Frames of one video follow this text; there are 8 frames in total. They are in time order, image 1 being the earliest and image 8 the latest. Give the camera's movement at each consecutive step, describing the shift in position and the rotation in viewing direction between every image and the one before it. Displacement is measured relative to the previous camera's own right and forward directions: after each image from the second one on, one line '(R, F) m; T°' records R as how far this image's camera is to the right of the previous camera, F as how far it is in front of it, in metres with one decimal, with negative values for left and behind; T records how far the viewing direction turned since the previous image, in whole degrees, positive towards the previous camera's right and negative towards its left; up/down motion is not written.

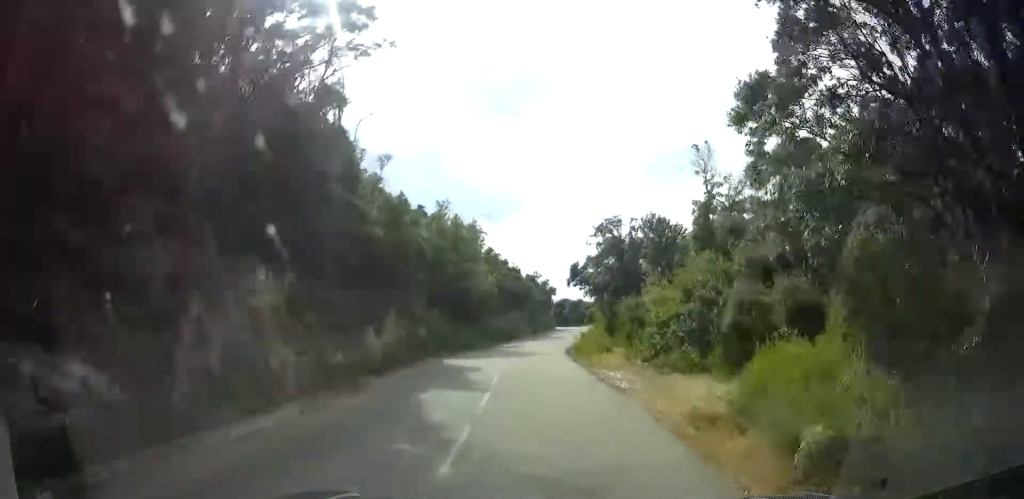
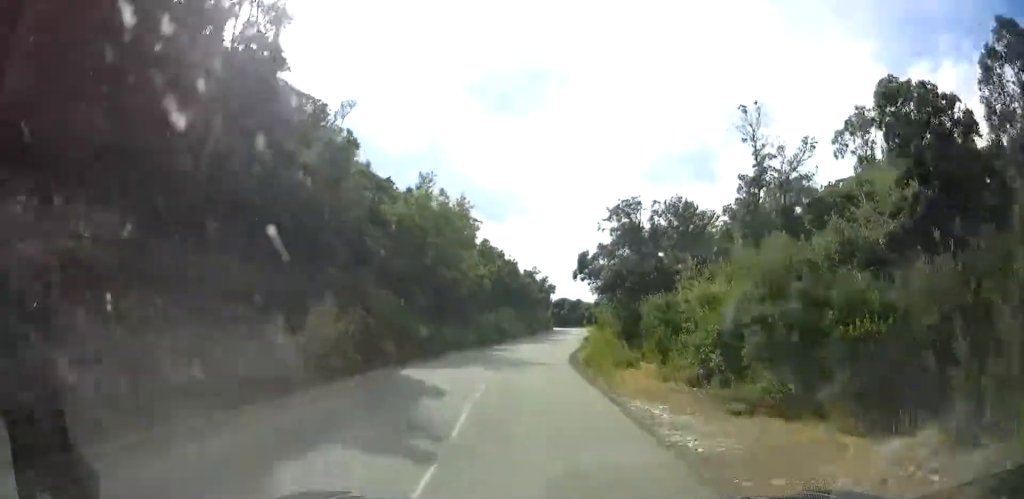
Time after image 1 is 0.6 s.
(0.0, +7.2) m; 0°
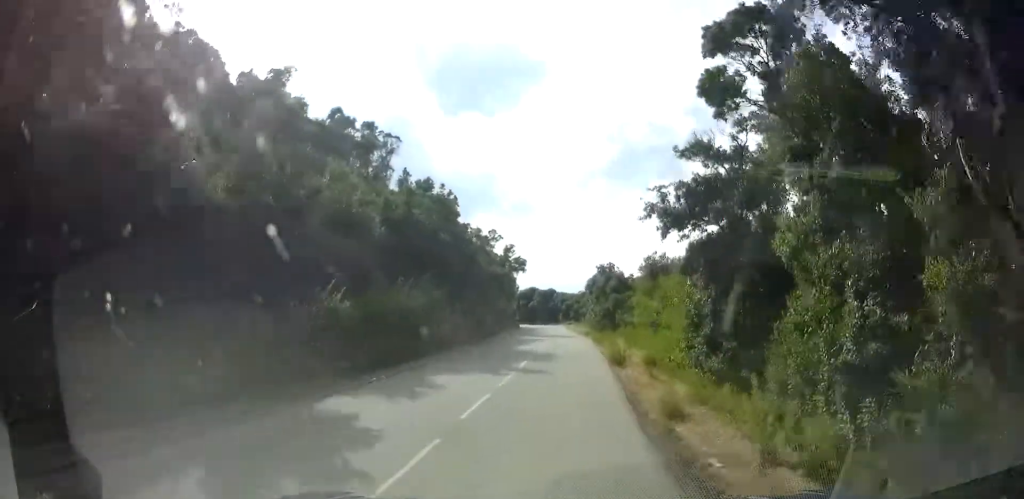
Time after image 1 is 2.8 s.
(+0.6, +29.3) m; +5°
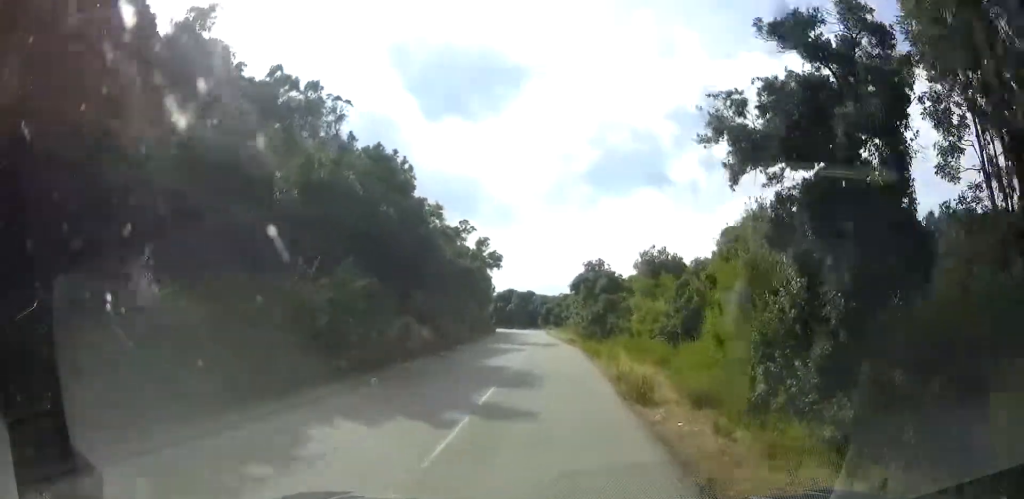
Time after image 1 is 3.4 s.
(+0.1, +7.0) m; +2°
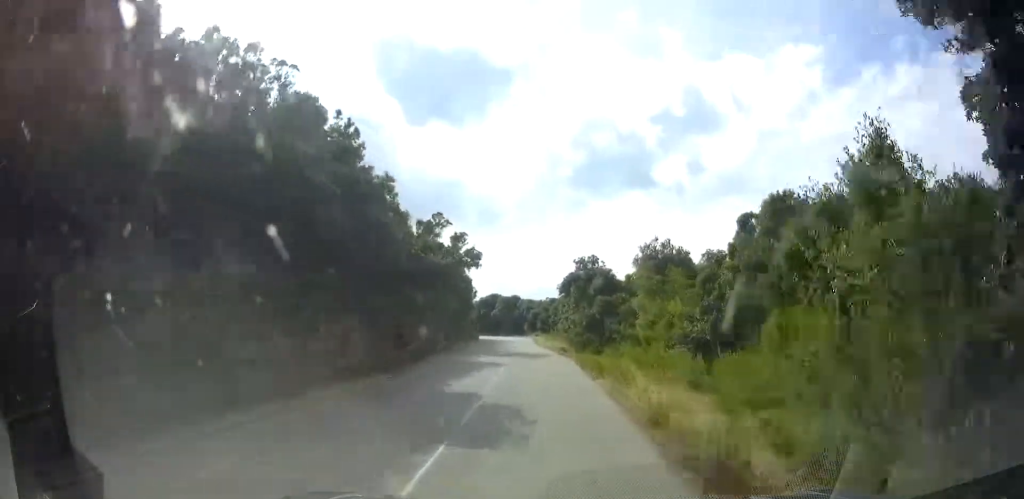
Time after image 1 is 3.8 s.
(+0.2, +5.7) m; 0°
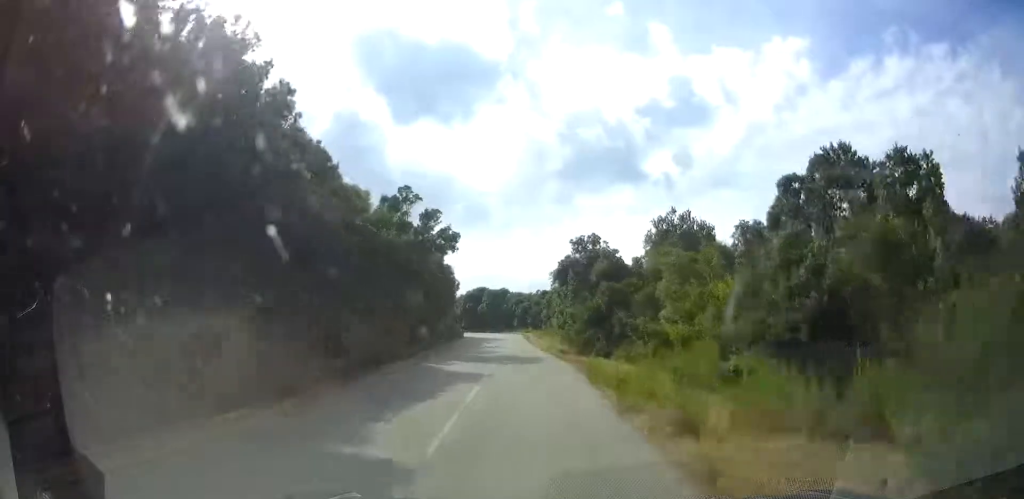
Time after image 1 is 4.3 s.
(+0.1, +7.0) m; 0°
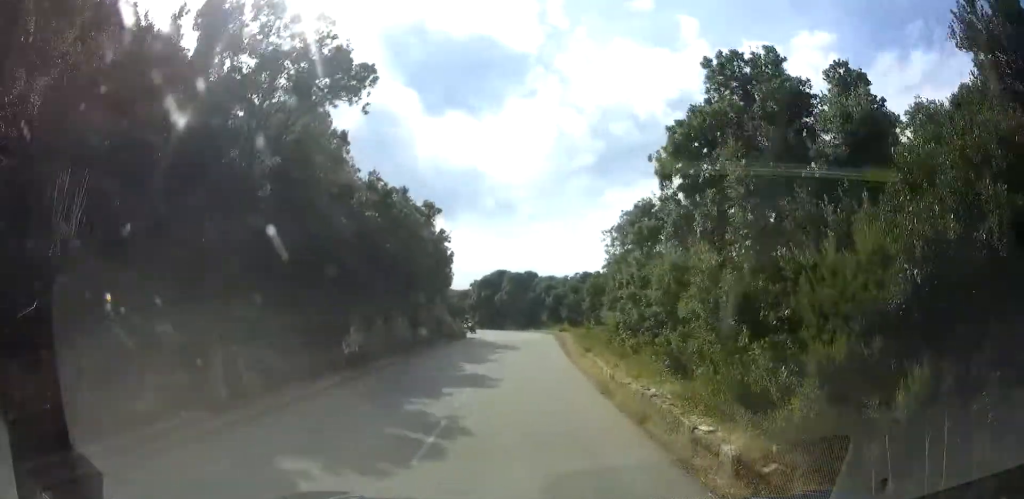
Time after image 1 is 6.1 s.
(-0.7, +22.4) m; -2°
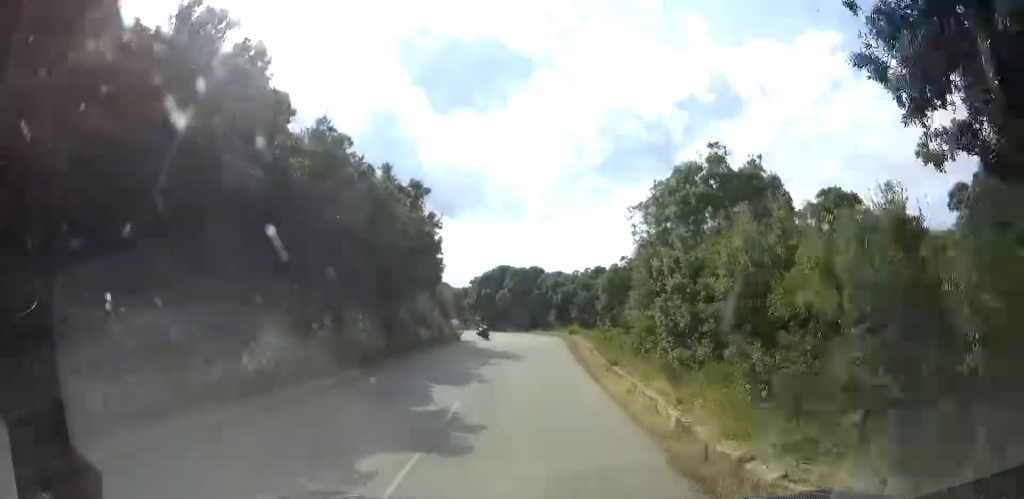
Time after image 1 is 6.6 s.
(0.0, +6.6) m; 0°
